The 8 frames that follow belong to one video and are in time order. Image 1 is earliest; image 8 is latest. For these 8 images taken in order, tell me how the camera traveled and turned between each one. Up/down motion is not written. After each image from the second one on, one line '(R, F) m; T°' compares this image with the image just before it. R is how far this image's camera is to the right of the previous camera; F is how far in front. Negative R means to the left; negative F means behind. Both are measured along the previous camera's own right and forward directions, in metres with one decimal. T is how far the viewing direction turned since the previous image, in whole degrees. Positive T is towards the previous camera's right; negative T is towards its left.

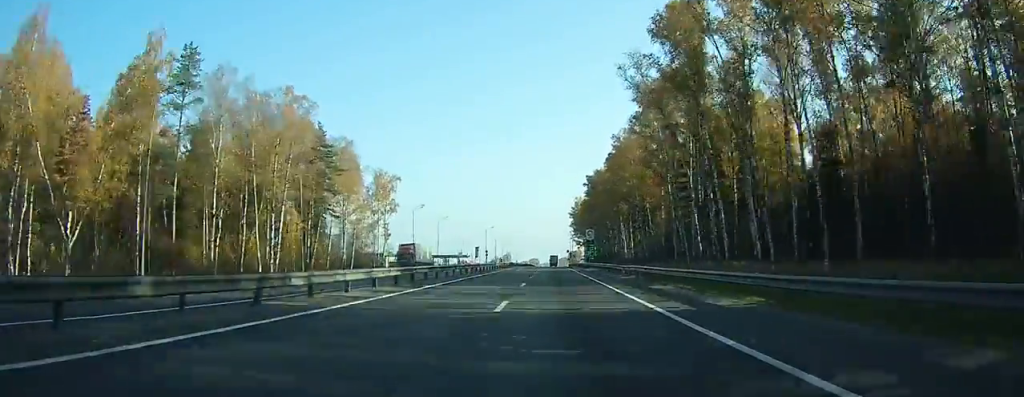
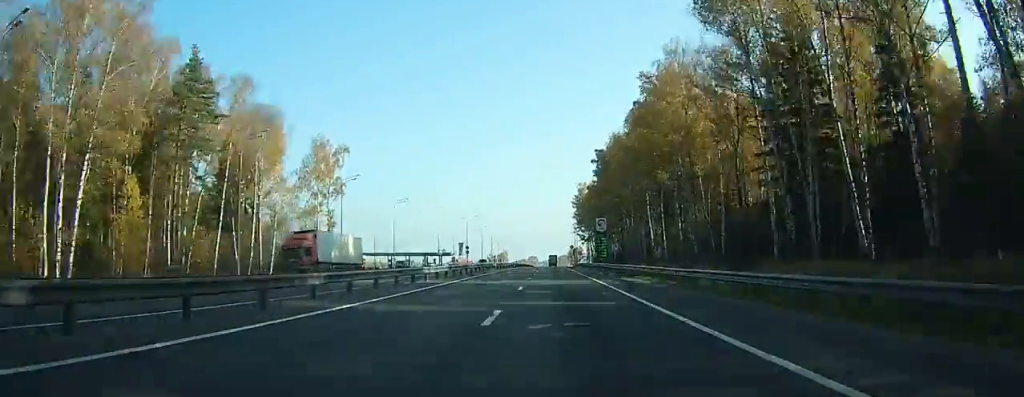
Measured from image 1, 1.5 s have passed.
(+0.1, +38.9) m; 0°
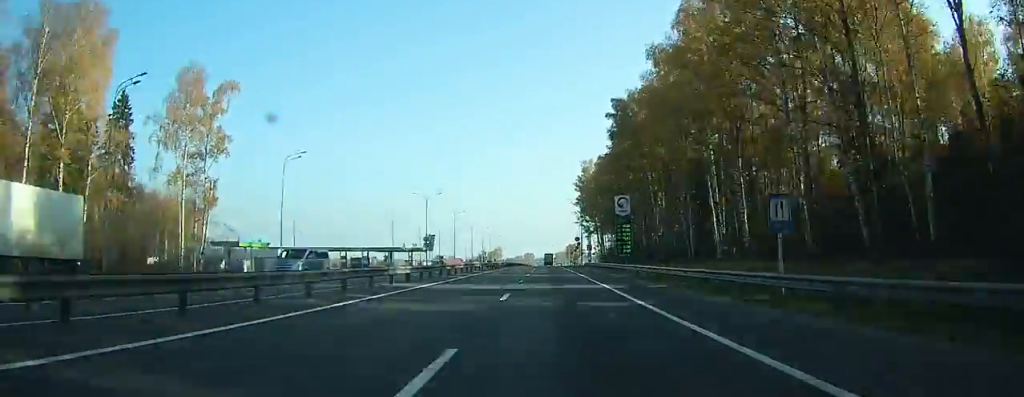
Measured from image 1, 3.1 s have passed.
(+0.2, +42.6) m; 0°
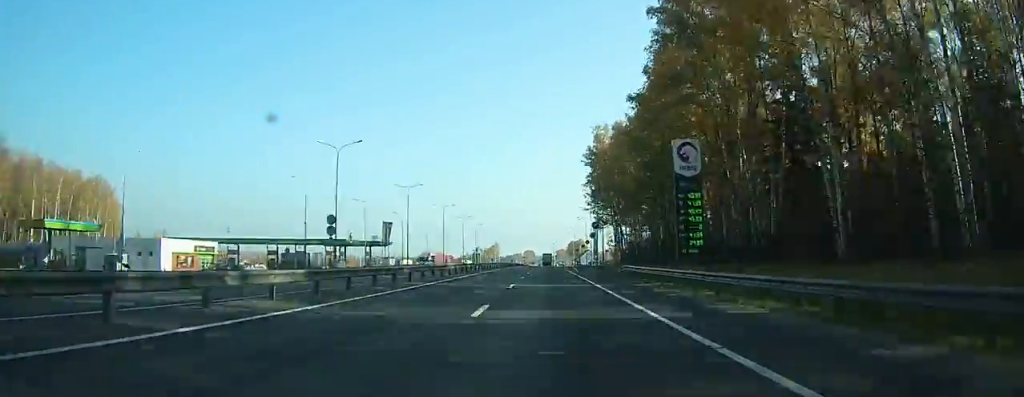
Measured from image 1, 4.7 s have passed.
(0.0, +42.4) m; 0°
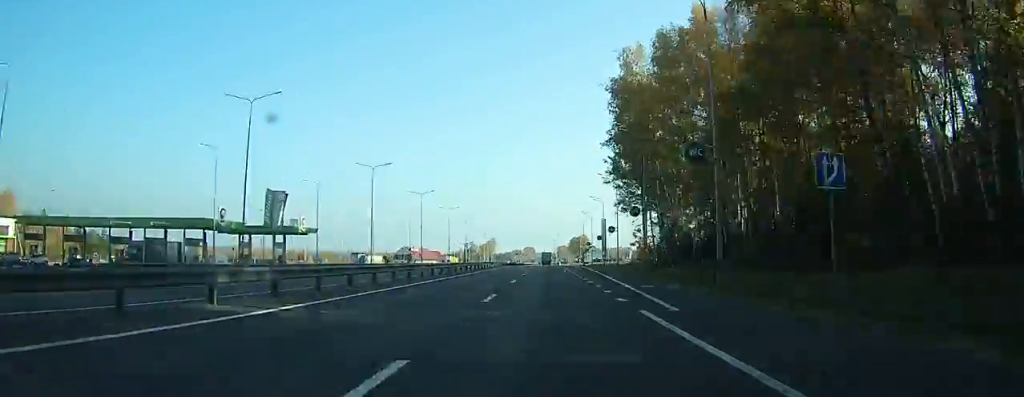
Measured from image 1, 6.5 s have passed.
(-0.1, +47.0) m; 0°
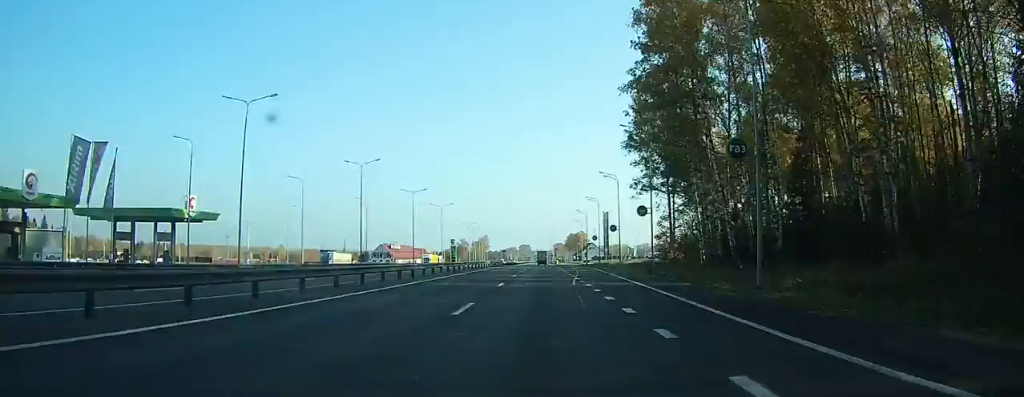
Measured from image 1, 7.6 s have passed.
(0.0, +29.0) m; 0°
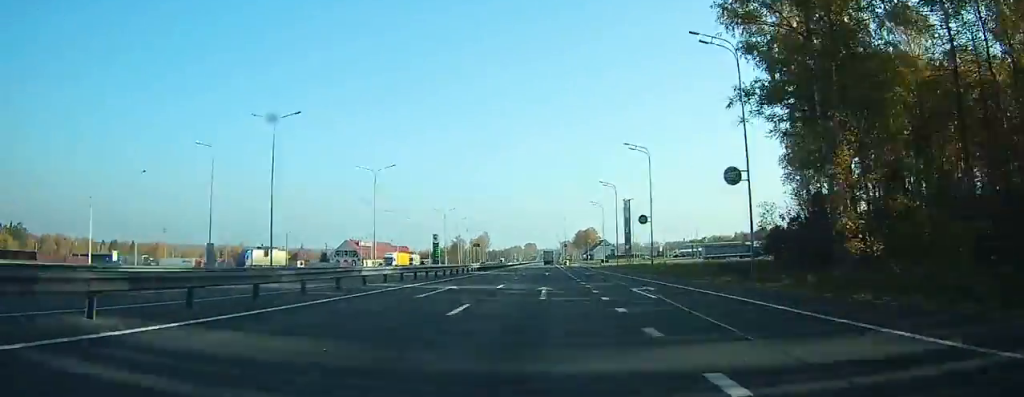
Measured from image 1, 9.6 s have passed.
(-0.1, +46.6) m; -1°
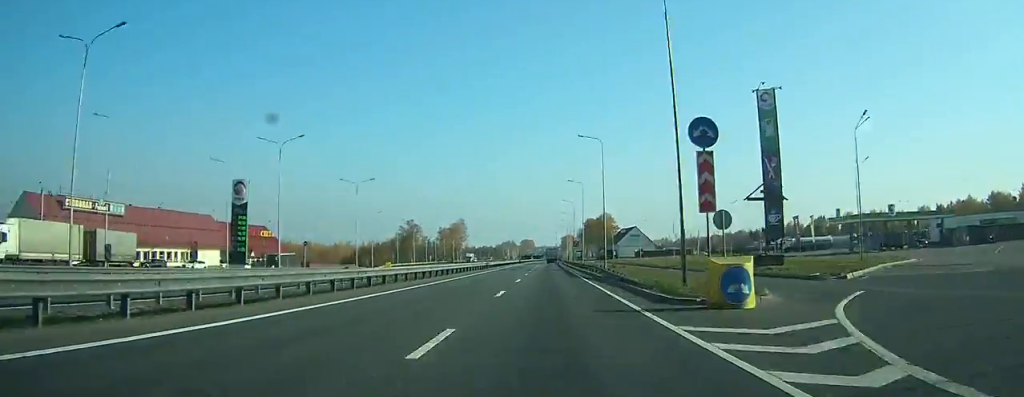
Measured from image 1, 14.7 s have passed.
(-0.1, +125.5) m; 0°
